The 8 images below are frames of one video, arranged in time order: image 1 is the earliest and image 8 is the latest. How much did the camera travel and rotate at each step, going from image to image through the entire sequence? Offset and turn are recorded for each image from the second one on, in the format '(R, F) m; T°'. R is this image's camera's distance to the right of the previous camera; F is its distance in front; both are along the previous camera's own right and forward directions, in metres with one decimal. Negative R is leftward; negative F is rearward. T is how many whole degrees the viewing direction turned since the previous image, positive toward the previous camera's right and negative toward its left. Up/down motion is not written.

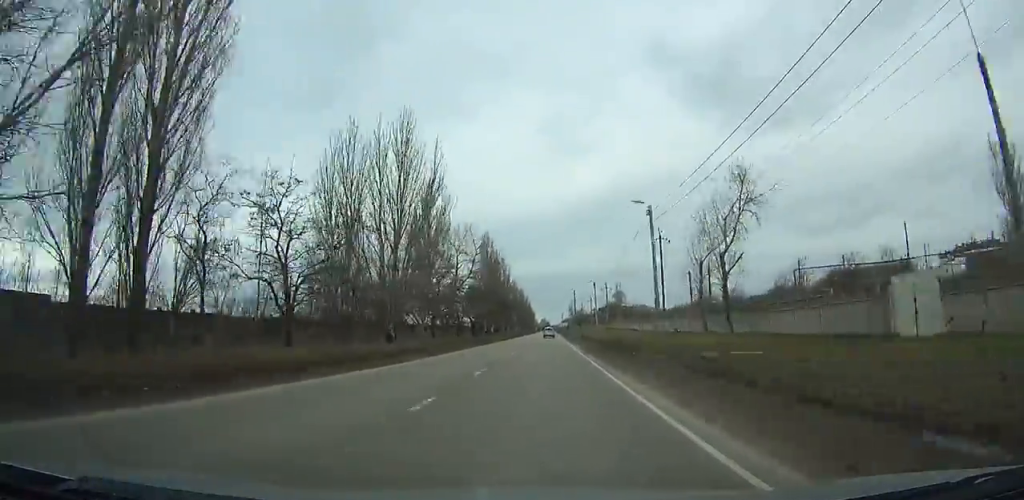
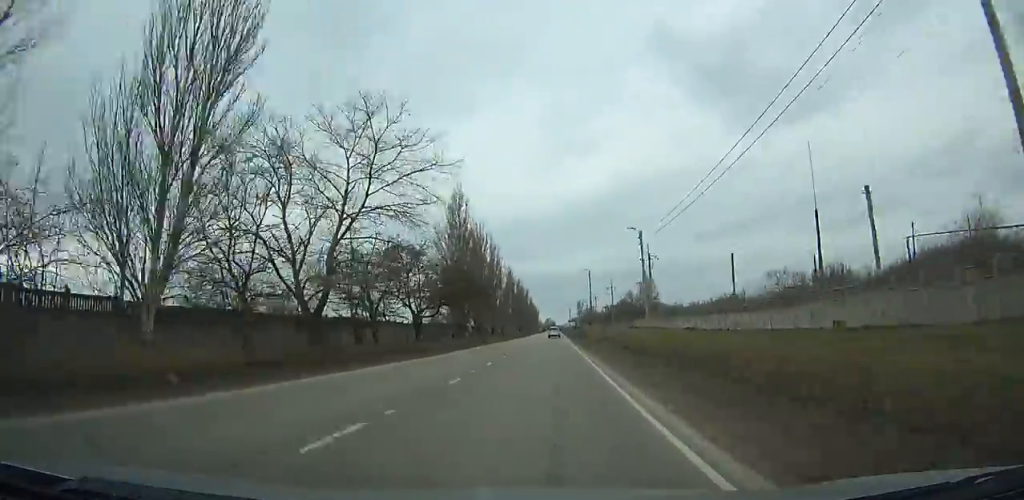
(-0.2, +43.6) m; -6°
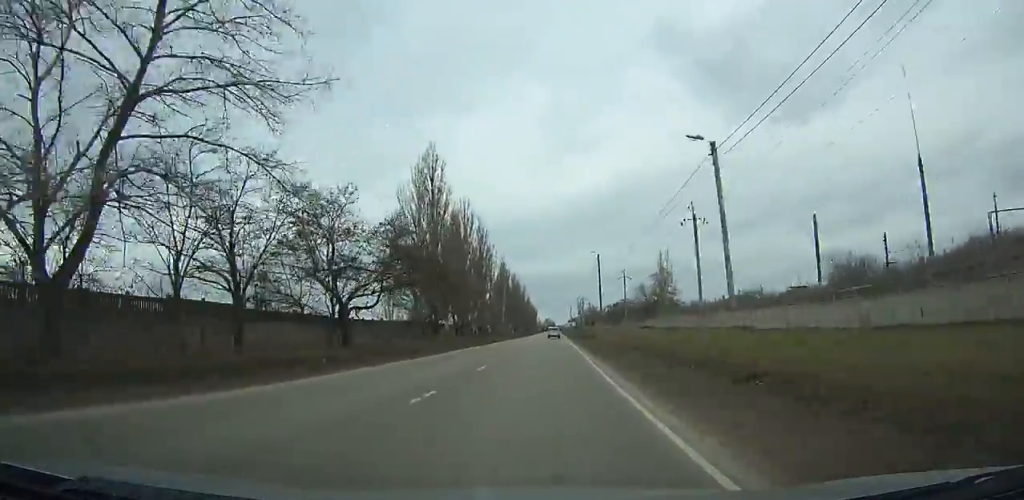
(-1.3, +19.5) m; +1°
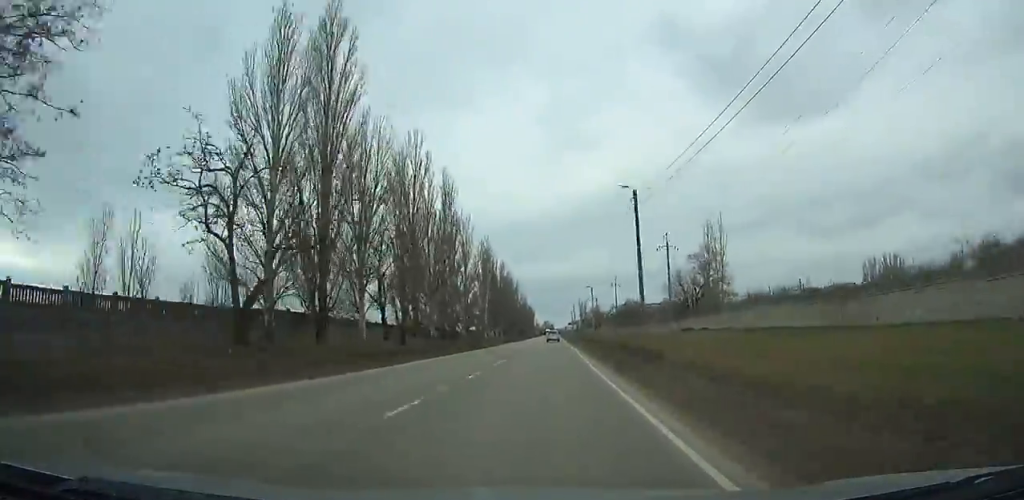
(-3.8, +33.0) m; +5°
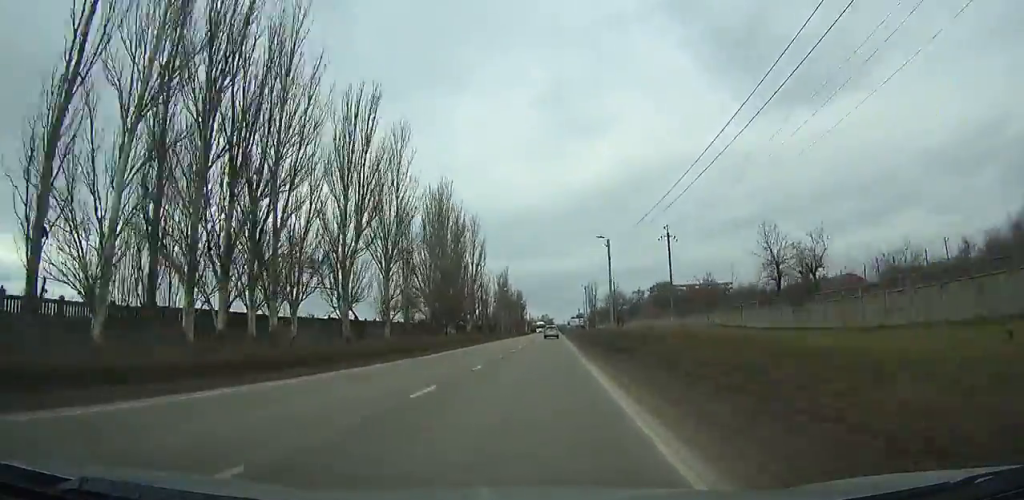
(+9.4, +93.8) m; 0°
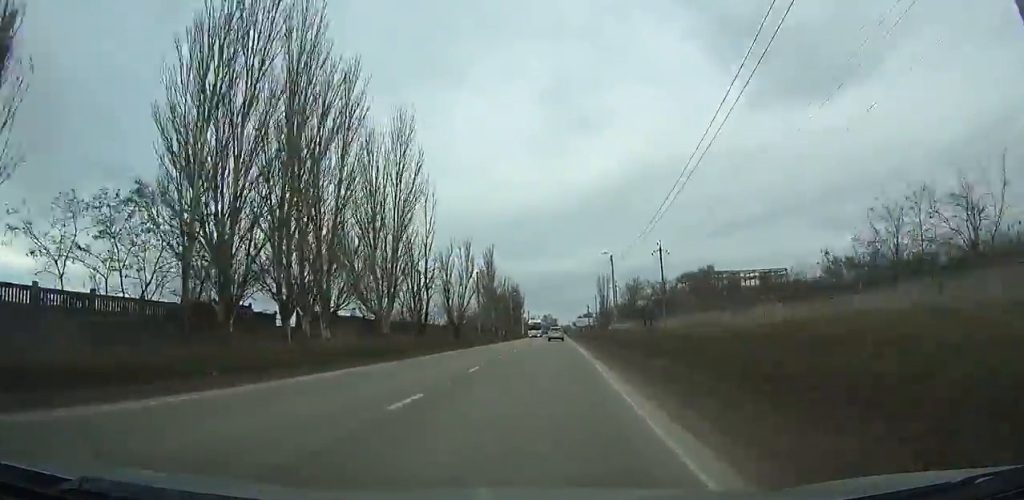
(-0.4, +41.3) m; 0°
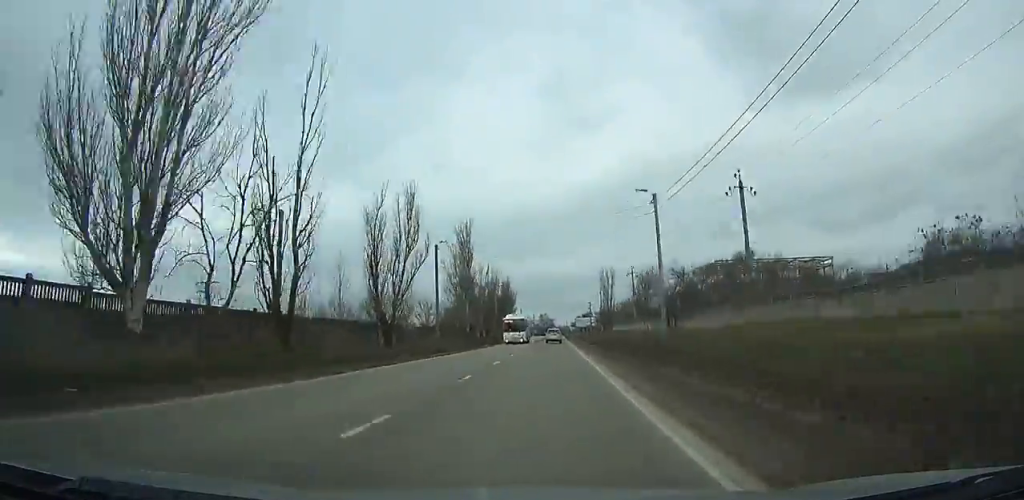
(+0.1, +25.7) m; 0°
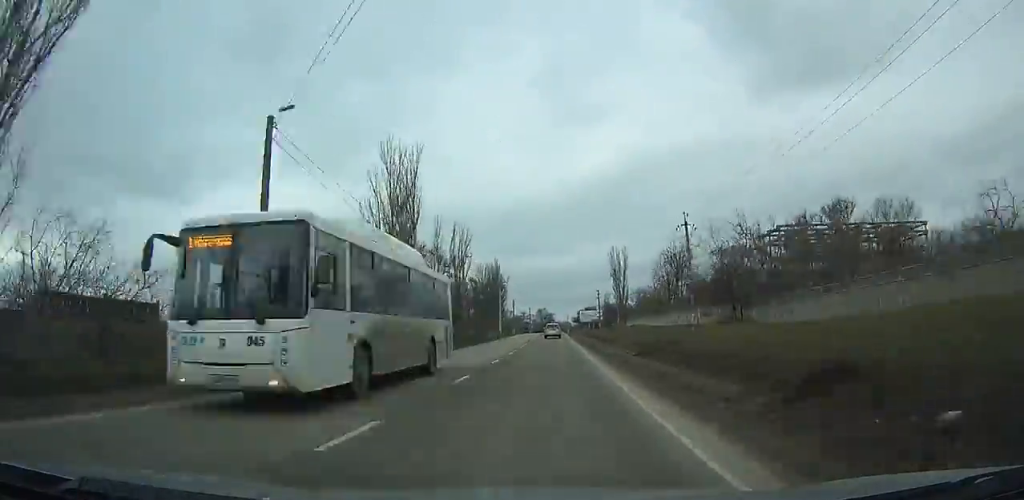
(+0.1, +32.4) m; 0°
